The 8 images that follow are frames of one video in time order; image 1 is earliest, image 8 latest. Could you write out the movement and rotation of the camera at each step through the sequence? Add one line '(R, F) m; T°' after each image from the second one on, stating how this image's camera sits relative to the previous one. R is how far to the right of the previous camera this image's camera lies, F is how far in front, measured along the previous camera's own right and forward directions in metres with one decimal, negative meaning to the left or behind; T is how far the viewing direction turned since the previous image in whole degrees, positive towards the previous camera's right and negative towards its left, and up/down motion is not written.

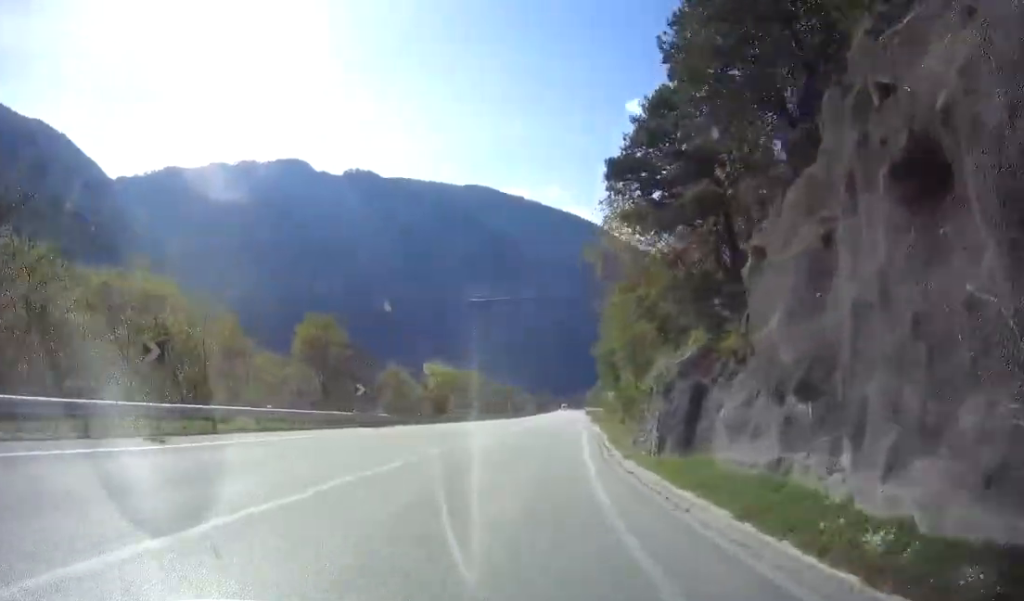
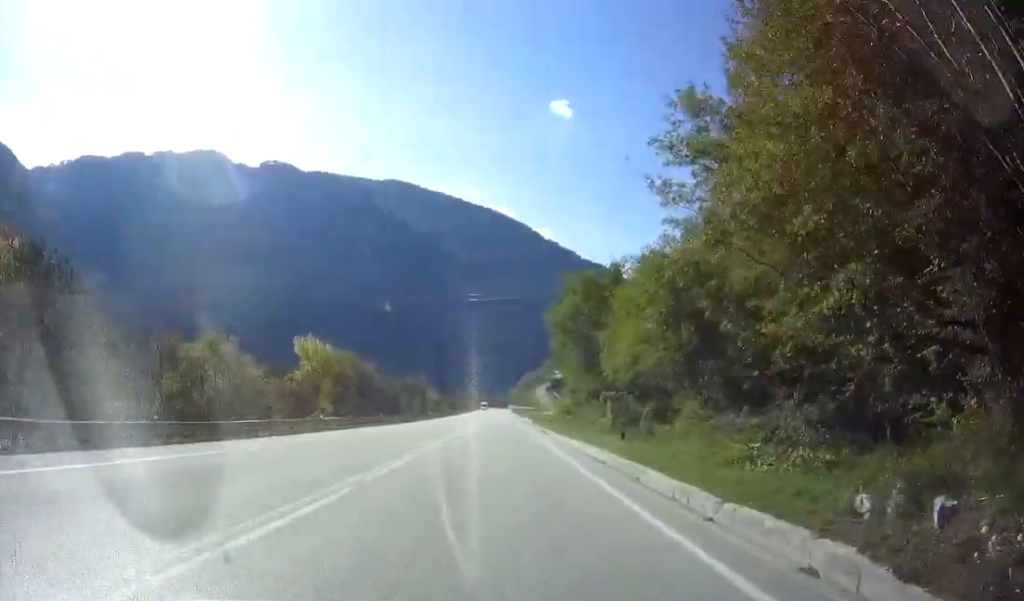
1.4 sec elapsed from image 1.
(+1.5, +26.1) m; +5°
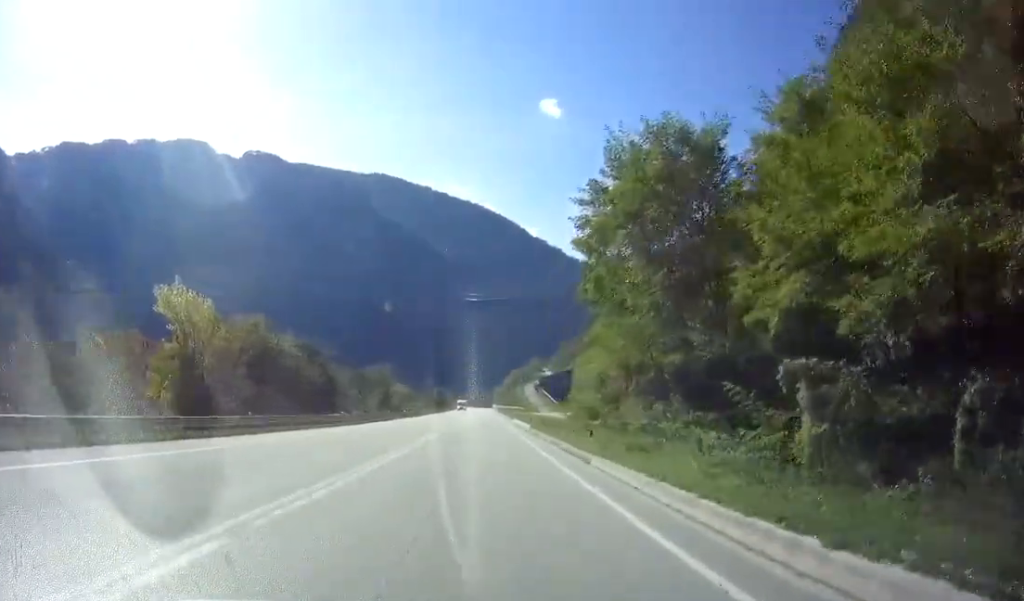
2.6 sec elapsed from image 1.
(+0.3, +22.2) m; 0°
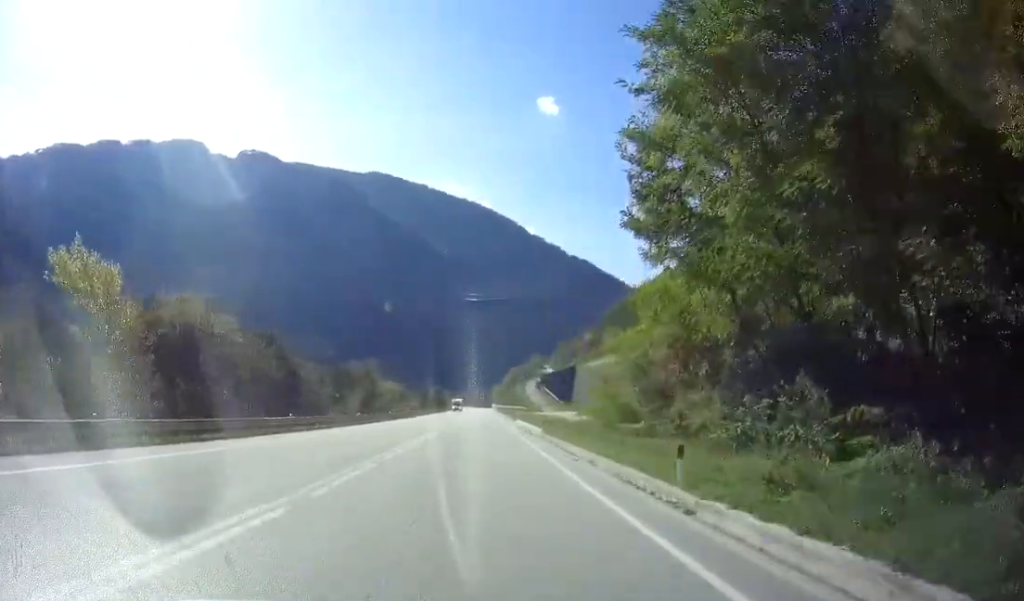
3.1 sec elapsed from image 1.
(-0.1, +9.7) m; 0°
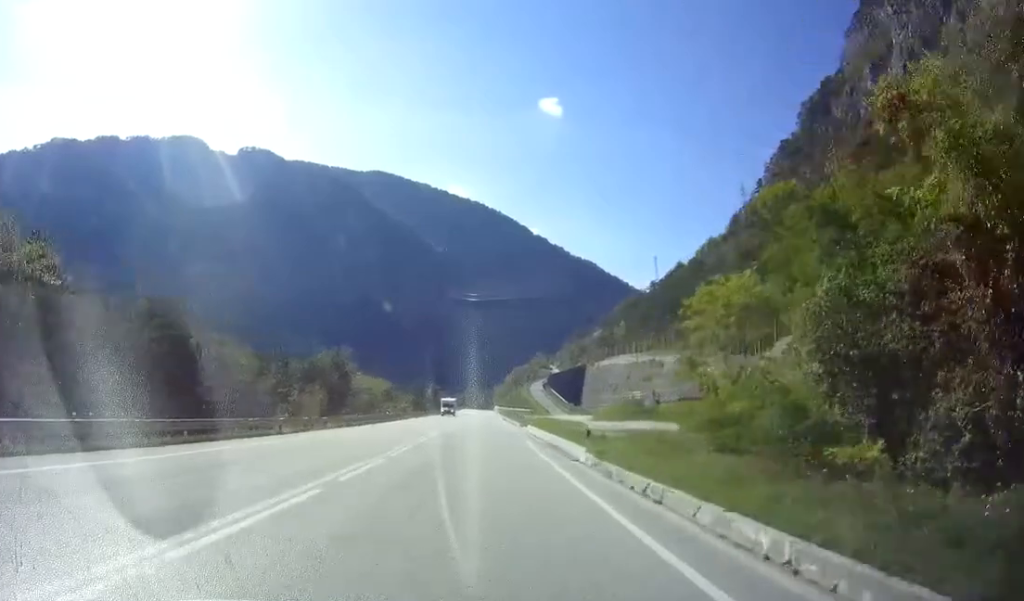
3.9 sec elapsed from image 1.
(-0.1, +15.6) m; 0°
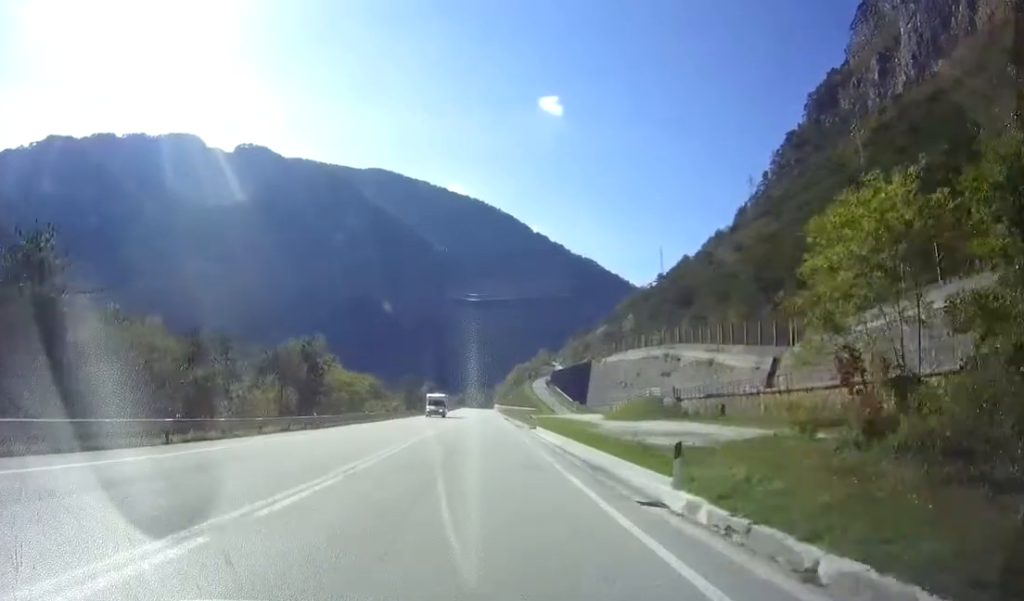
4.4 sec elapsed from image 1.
(0.0, +9.9) m; +1°
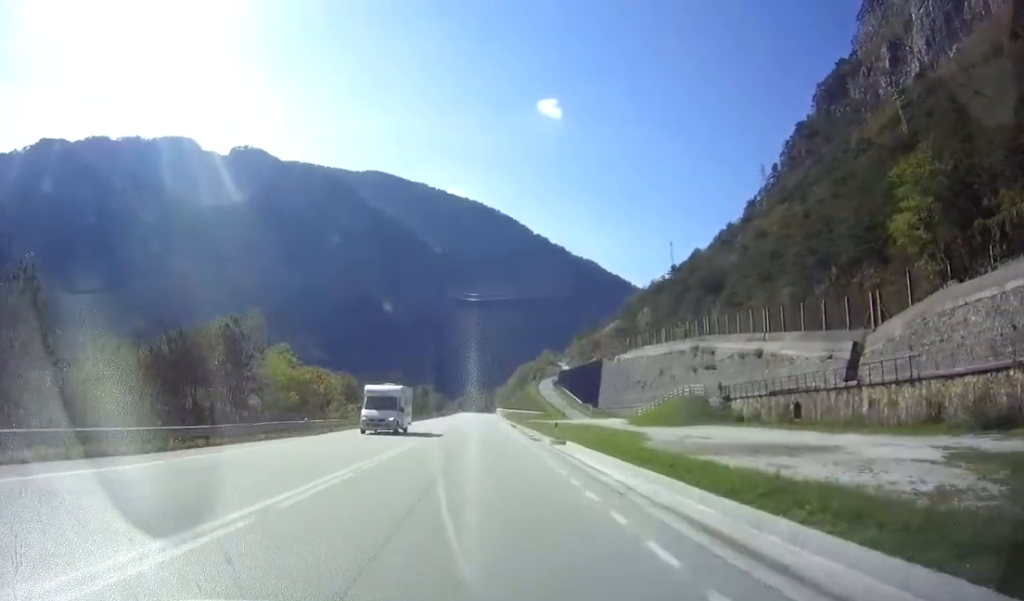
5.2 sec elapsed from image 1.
(+0.2, +16.5) m; +1°
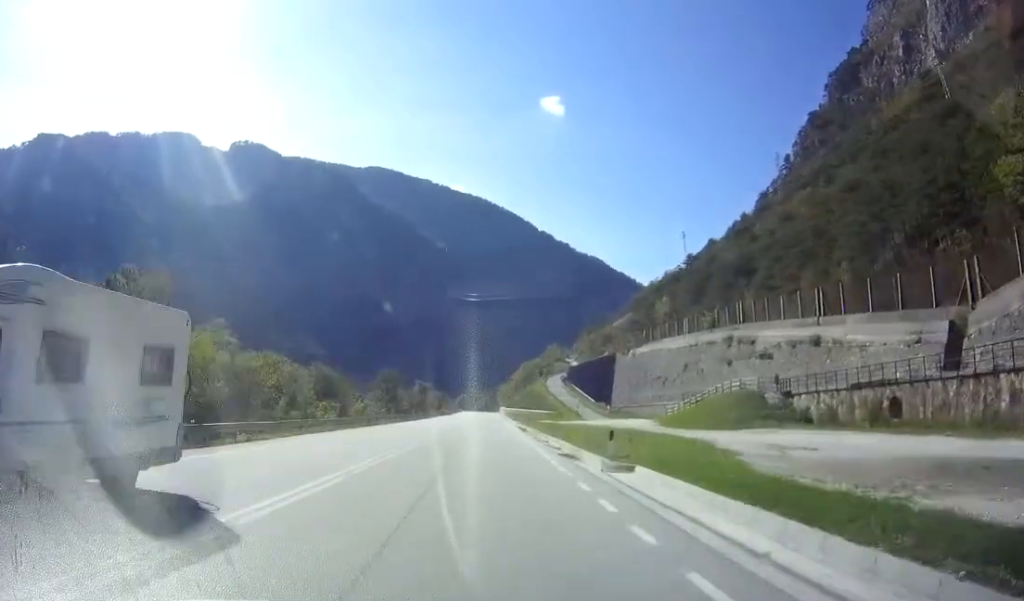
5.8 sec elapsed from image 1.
(+0.1, +12.6) m; 0°
